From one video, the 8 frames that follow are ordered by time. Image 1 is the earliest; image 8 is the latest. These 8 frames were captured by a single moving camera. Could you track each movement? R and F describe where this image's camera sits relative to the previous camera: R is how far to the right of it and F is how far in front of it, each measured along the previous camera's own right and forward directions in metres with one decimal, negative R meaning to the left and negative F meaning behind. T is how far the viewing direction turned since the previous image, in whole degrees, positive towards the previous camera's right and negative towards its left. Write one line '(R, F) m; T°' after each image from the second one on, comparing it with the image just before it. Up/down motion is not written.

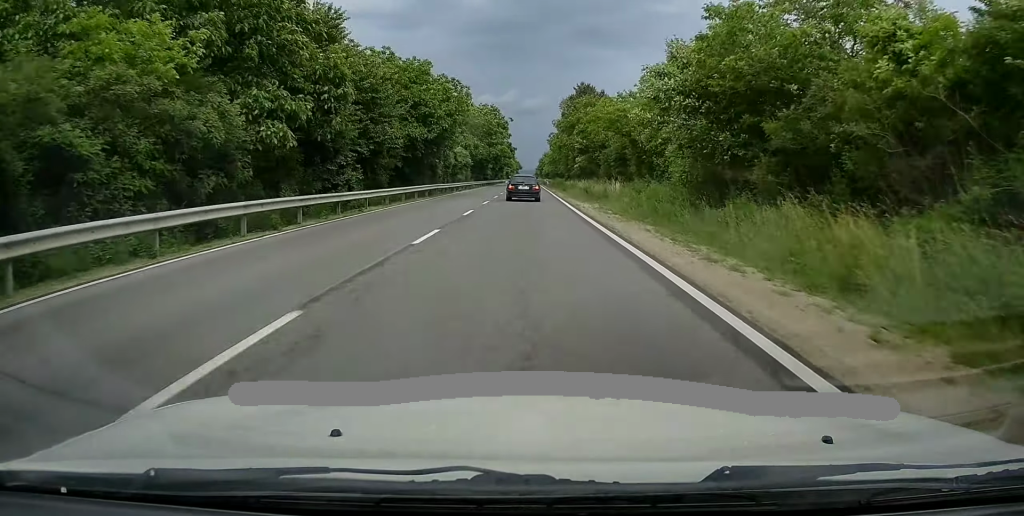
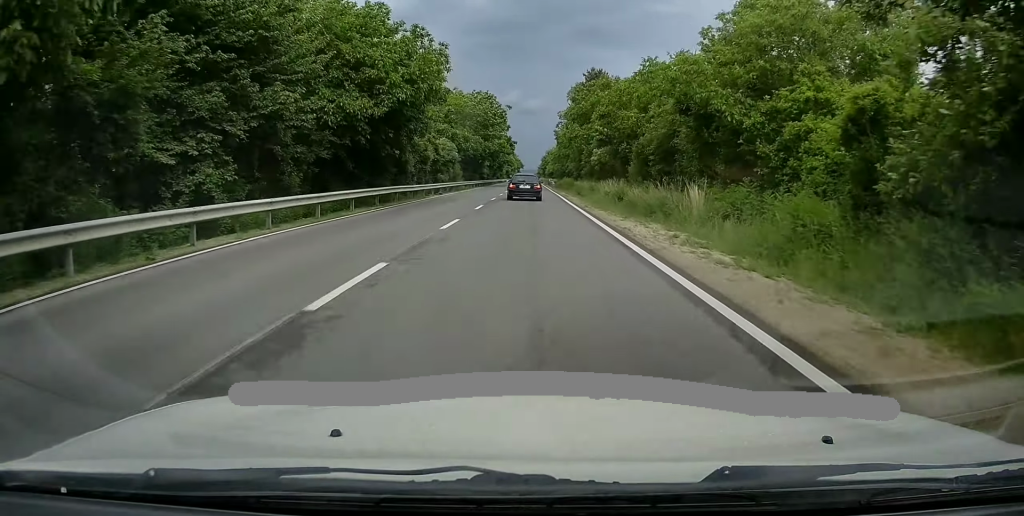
(-0.1, +14.6) m; 0°
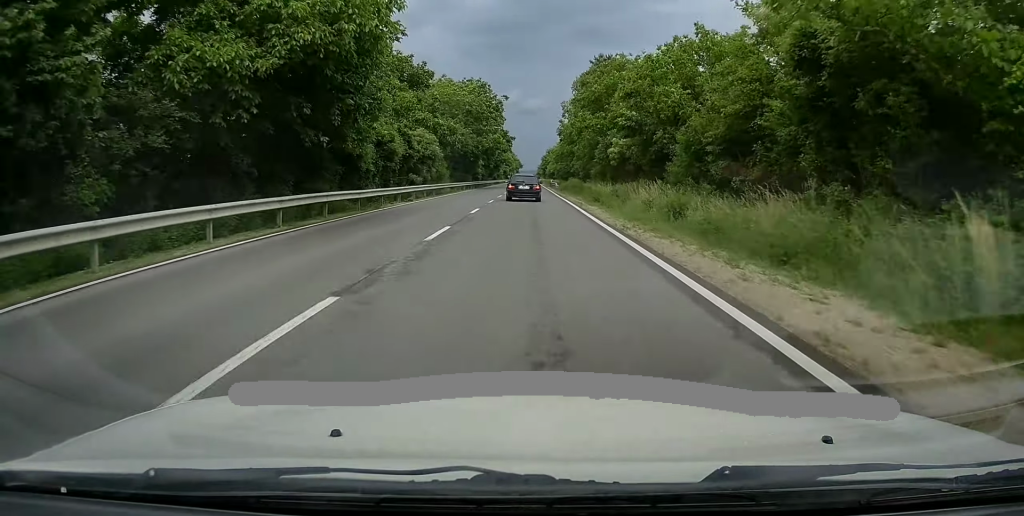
(-0.1, +11.4) m; 0°
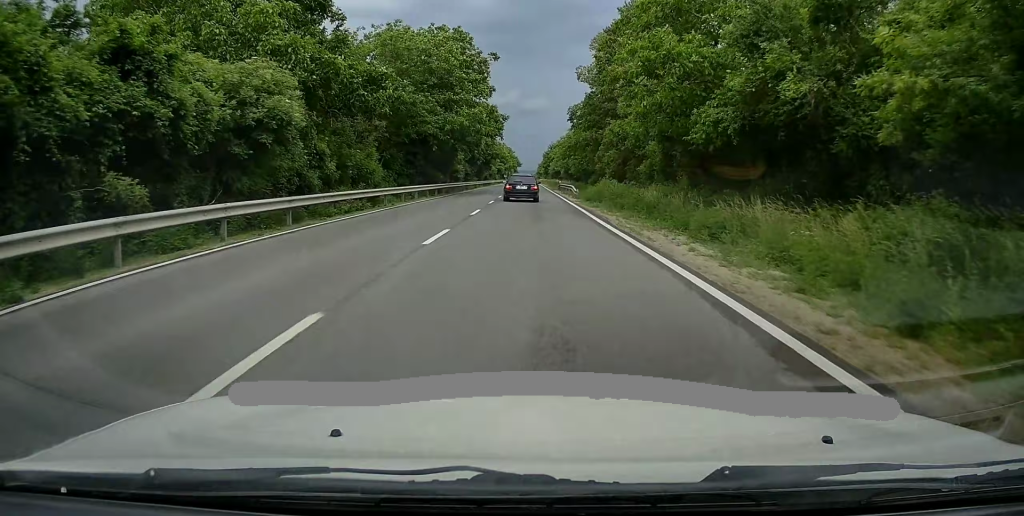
(0.0, +27.5) m; +1°
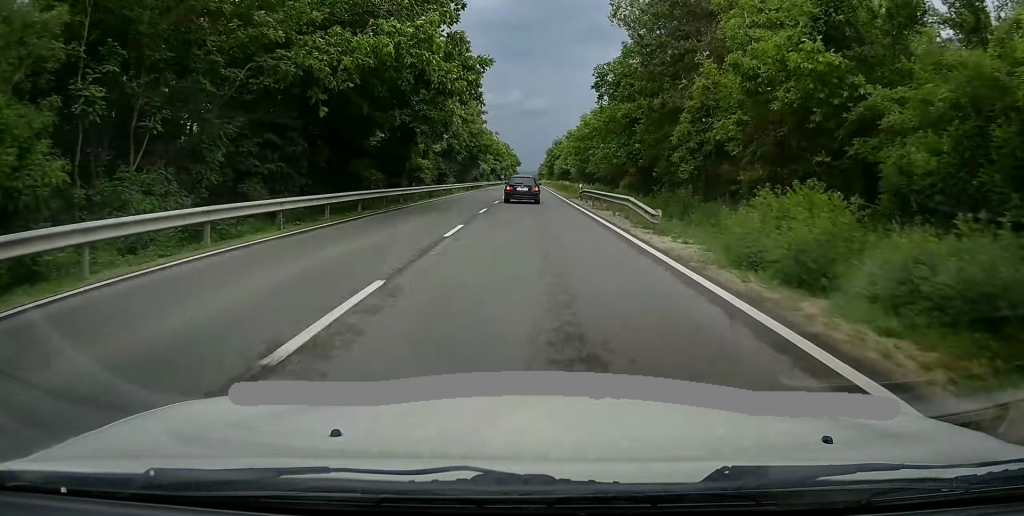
(+0.5, +25.0) m; 0°
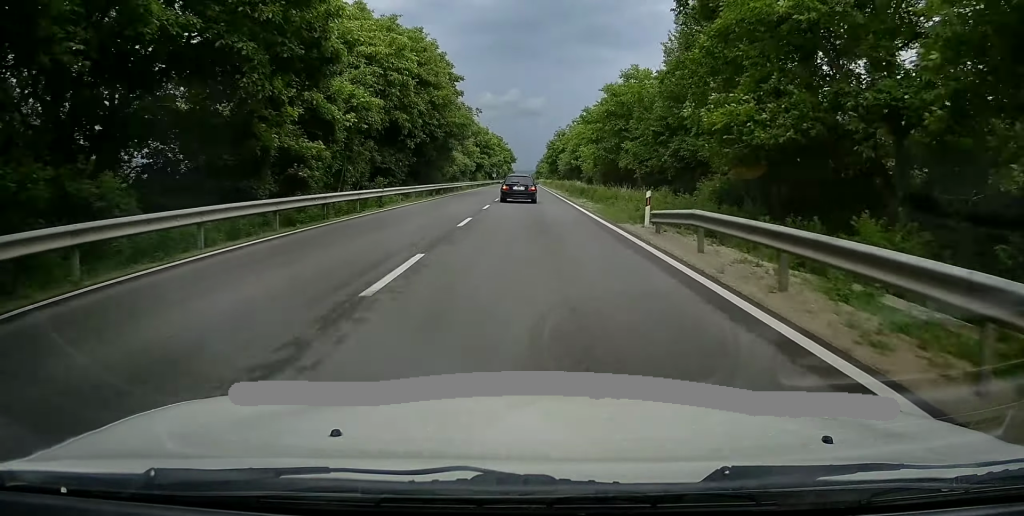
(-0.5, +24.2) m; 0°
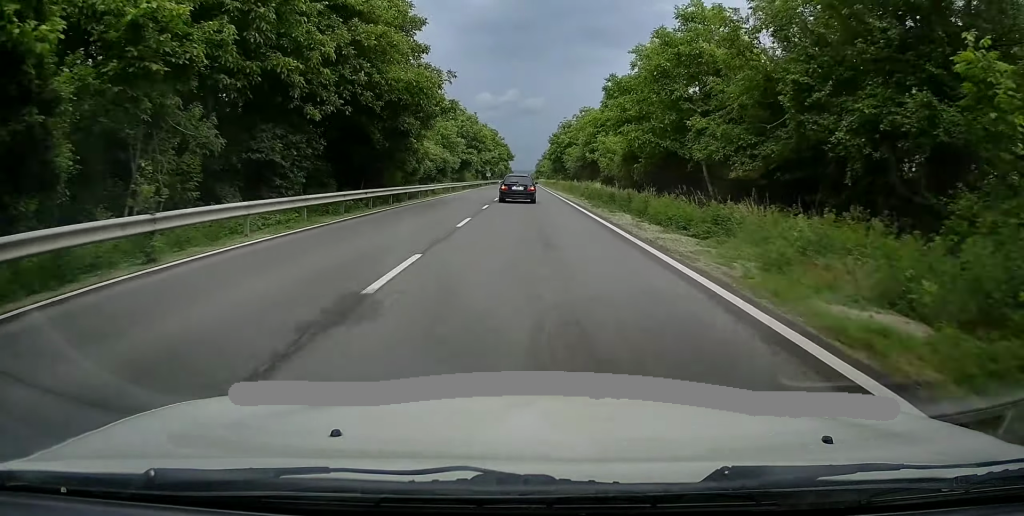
(+0.3, +17.7) m; 0°
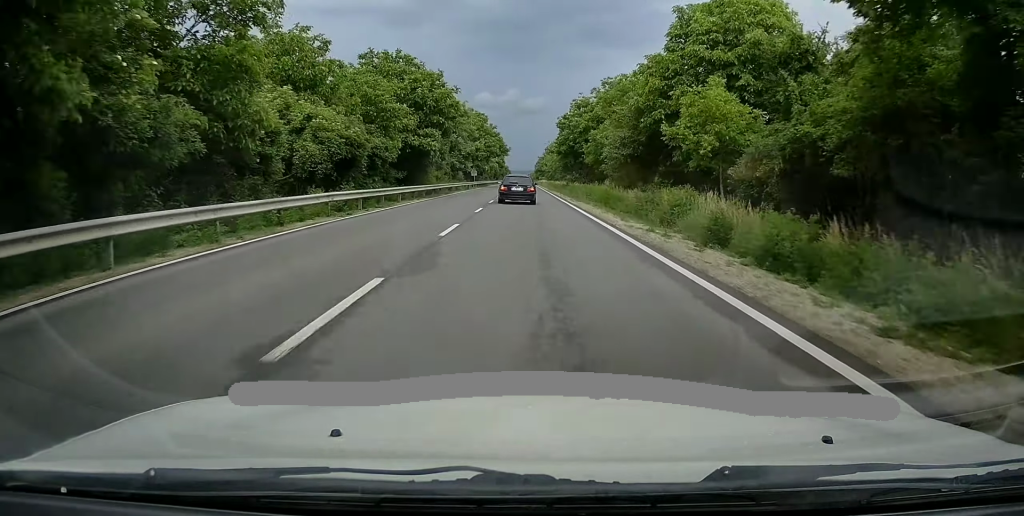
(-0.3, +28.8) m; -1°
